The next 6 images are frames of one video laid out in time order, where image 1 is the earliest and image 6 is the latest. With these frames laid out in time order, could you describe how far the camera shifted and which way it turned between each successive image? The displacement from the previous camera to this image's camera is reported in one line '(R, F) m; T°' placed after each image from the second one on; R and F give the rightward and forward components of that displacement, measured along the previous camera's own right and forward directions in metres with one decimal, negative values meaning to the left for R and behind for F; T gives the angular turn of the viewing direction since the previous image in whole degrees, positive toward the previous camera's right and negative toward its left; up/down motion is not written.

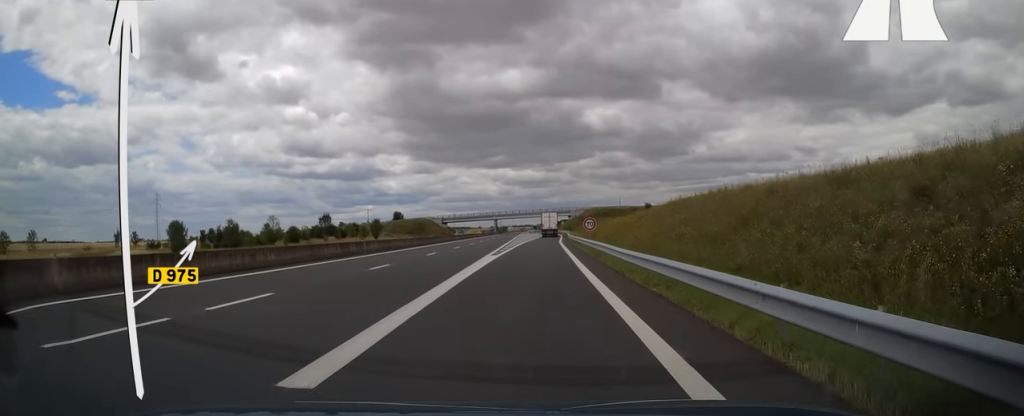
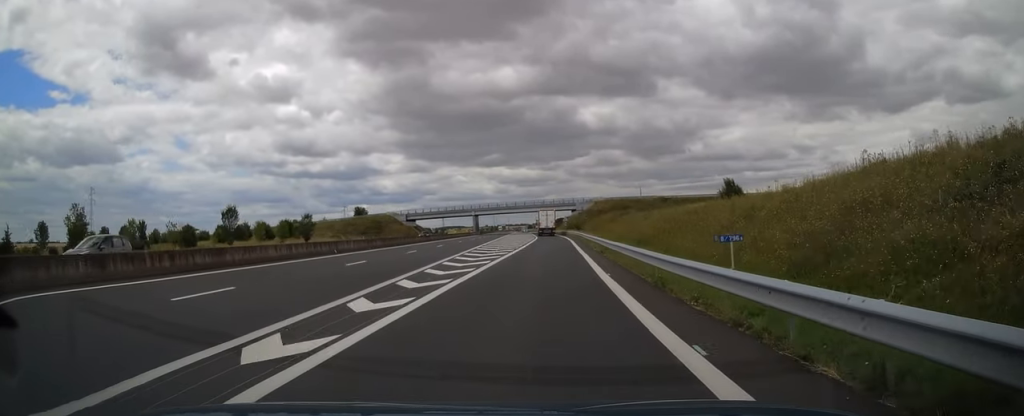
(+0.2, +49.5) m; -1°
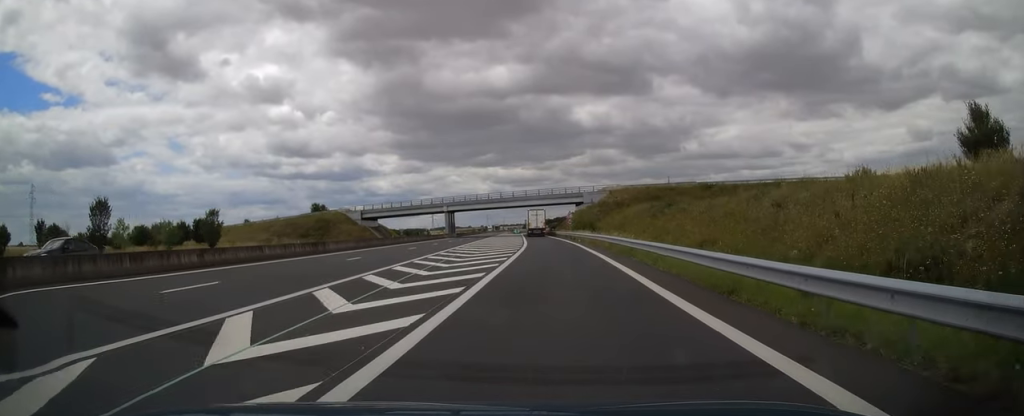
(+0.5, +37.3) m; +1°
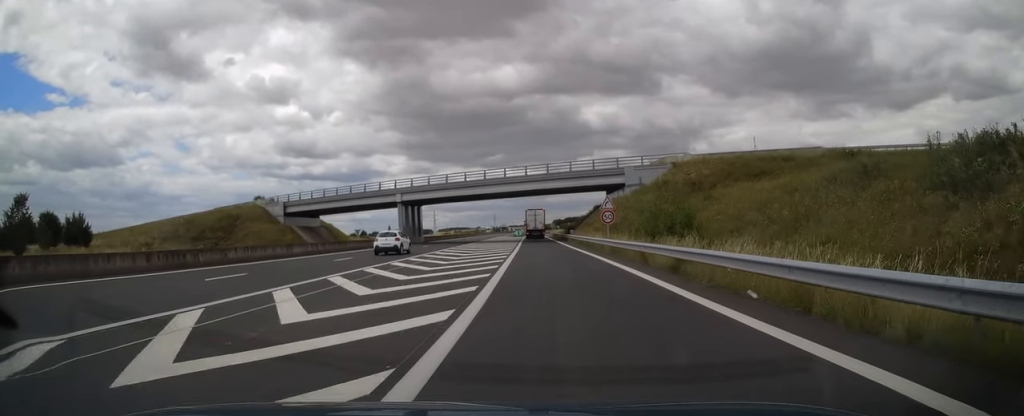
(-0.5, +42.4) m; -1°
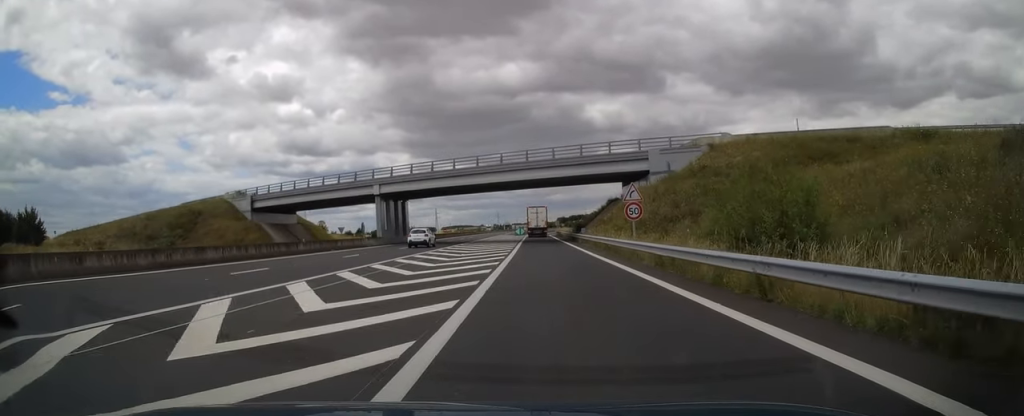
(0.0, +11.2) m; 0°
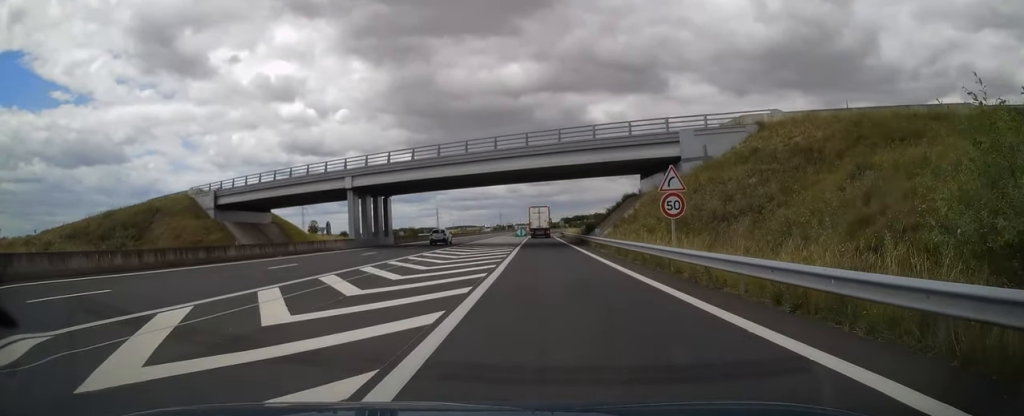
(0.0, +9.8) m; 0°
